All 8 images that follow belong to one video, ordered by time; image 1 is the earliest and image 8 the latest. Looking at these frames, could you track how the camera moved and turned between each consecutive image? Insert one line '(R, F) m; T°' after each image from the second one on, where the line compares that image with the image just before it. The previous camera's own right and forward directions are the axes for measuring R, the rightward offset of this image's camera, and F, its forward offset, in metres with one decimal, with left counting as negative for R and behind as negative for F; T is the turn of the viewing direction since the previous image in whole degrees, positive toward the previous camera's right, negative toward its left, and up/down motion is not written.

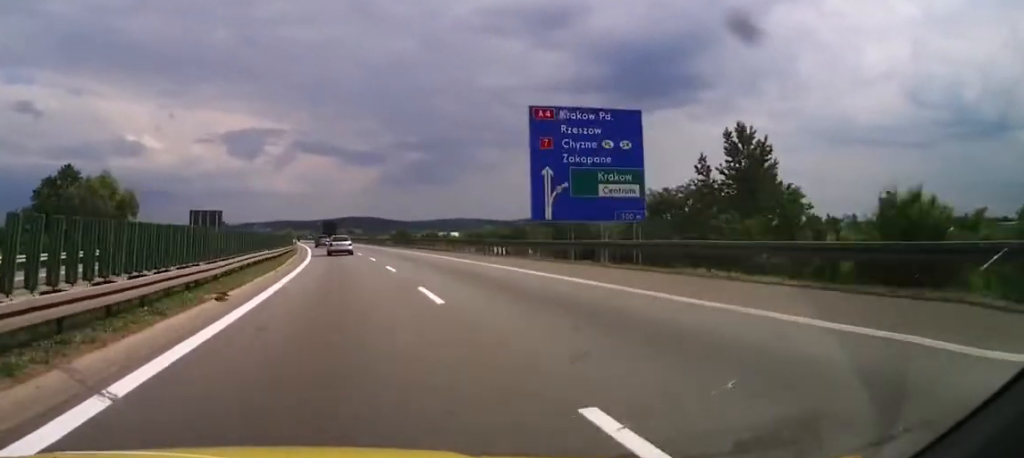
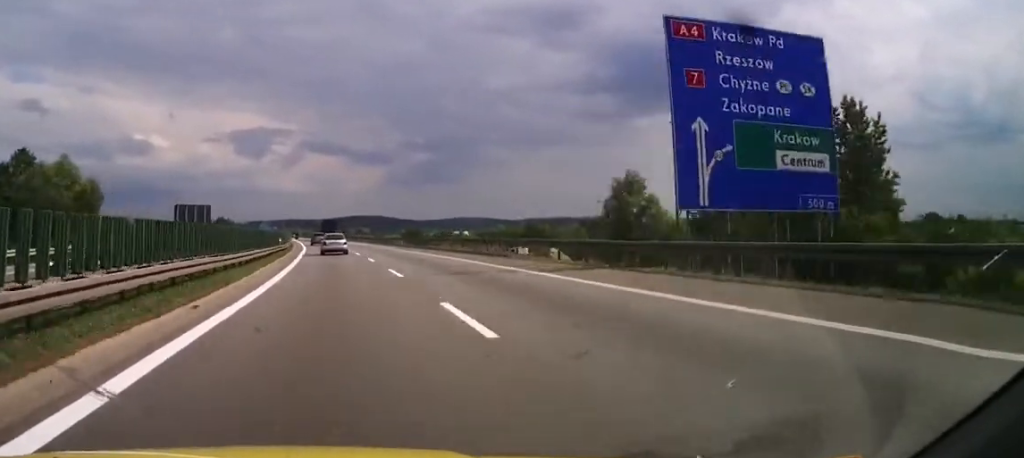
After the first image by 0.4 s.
(-0.6, +17.0) m; -2°
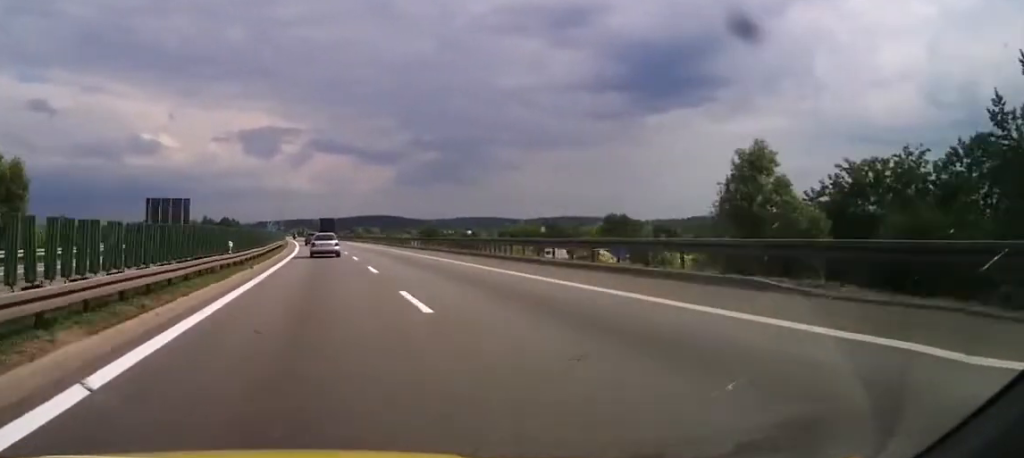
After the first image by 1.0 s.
(-1.1, +22.2) m; -2°
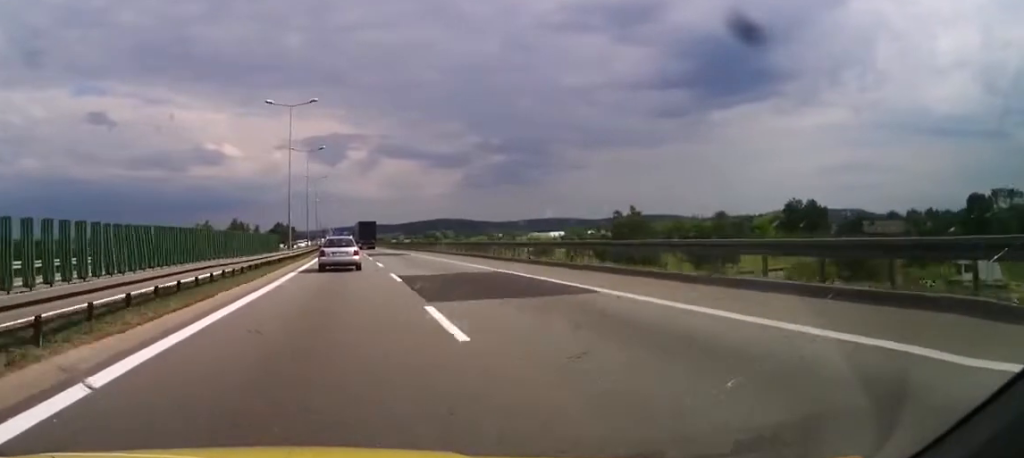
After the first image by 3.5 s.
(-0.8, +94.4) m; -1°
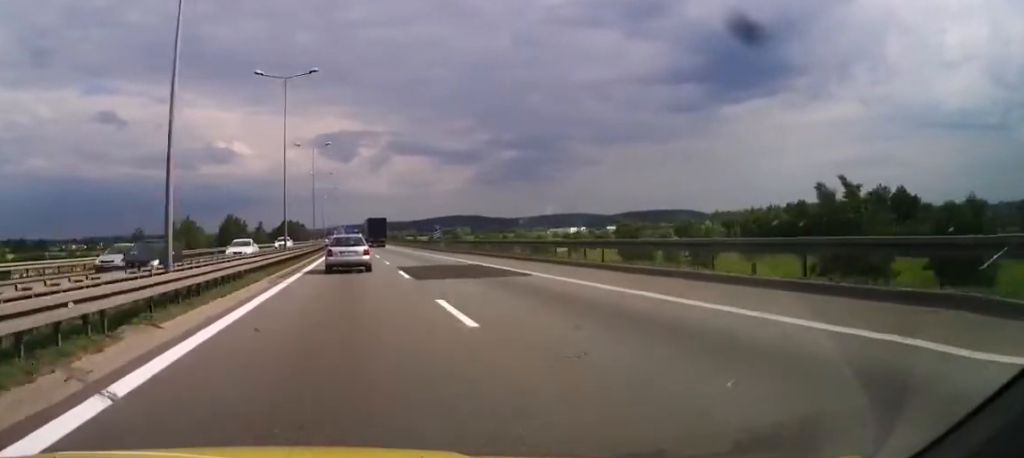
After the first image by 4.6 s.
(0.0, +34.7) m; 0°
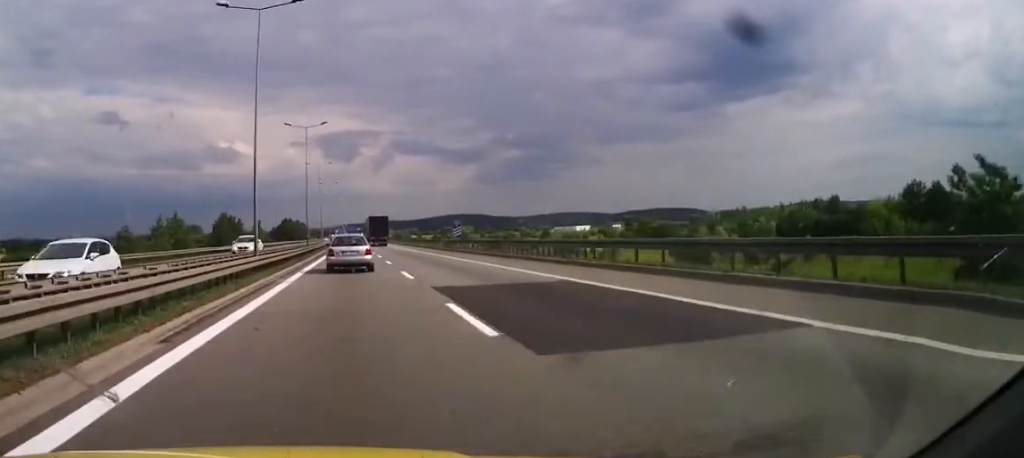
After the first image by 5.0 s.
(0.0, +12.7) m; 0°
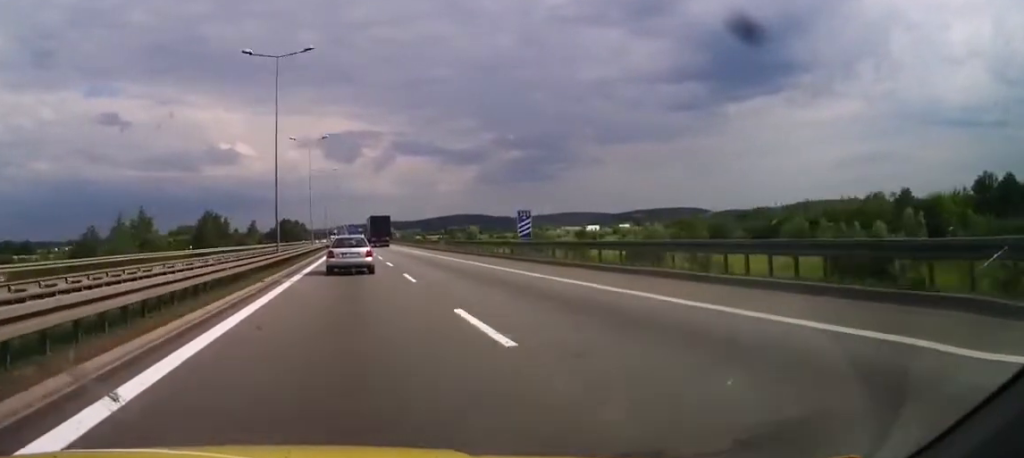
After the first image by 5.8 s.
(0.0, +24.1) m; -1°
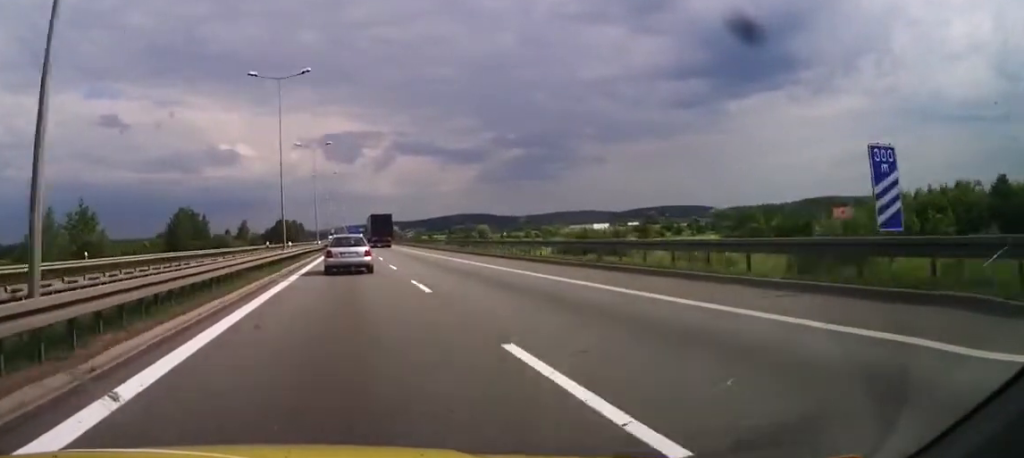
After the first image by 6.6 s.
(-0.3, +27.4) m; -1°
